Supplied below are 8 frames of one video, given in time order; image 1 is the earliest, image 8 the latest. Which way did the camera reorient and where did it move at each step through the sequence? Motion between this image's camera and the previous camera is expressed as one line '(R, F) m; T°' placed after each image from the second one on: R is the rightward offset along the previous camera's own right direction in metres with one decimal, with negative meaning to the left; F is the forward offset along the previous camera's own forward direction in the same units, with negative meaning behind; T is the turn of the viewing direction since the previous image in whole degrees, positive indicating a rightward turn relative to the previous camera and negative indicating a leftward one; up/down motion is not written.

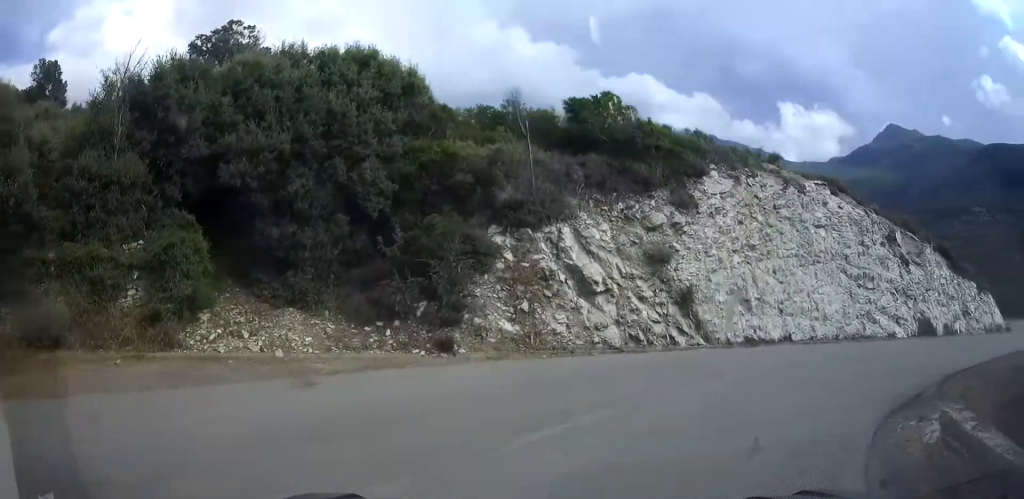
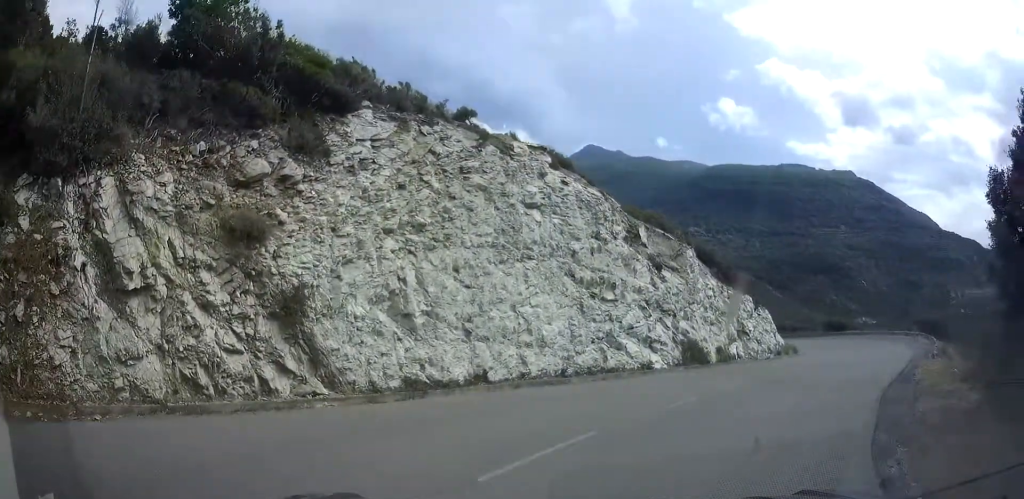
(+1.5, +6.5) m; +38°
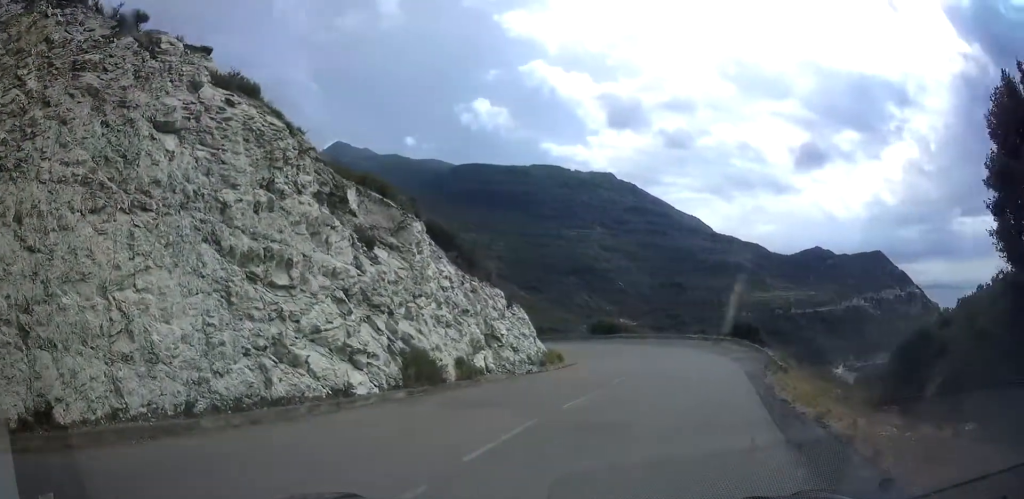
(+2.0, +5.3) m; +40°
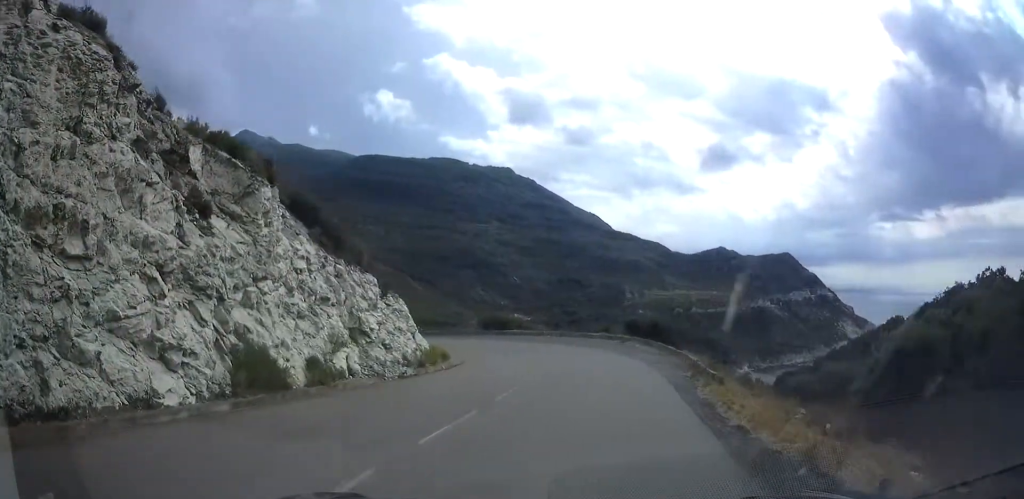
(+1.0, +3.3) m; +8°
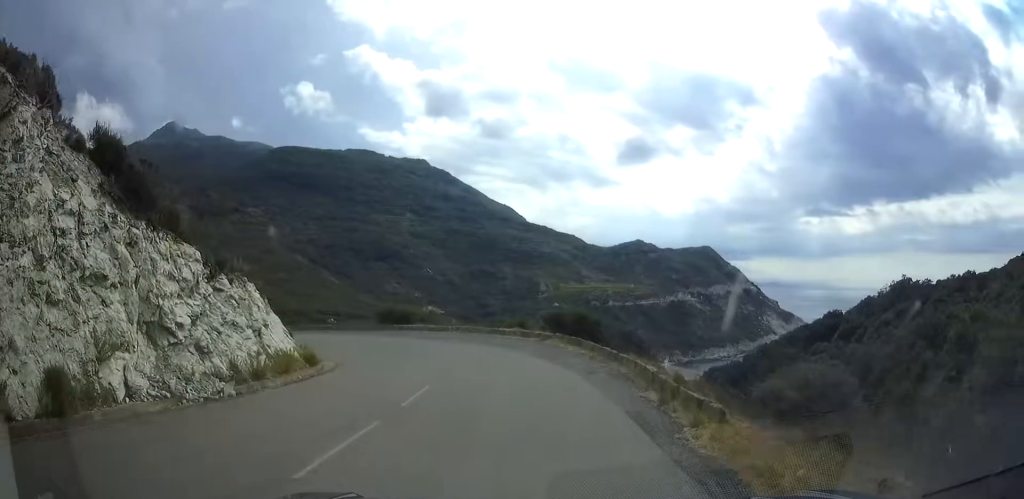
(+1.0, +6.1) m; +8°
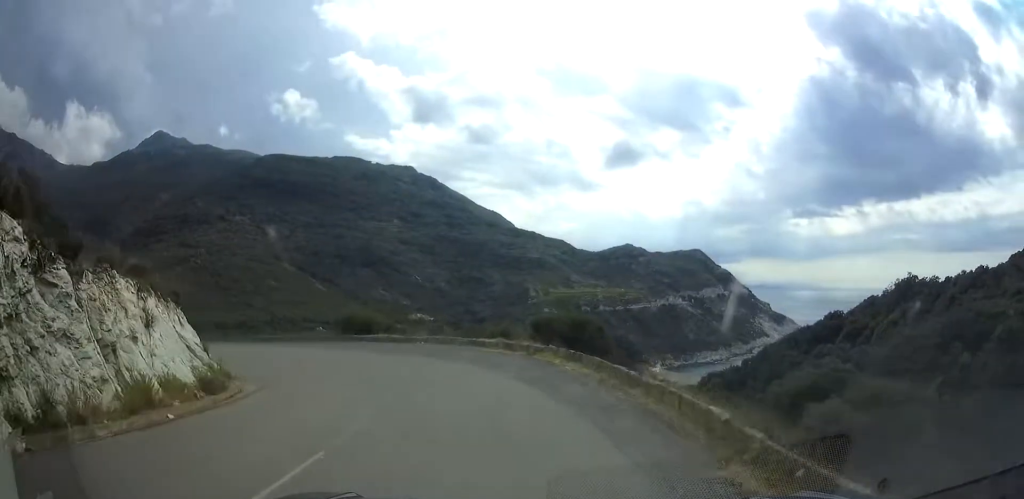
(-0.1, +6.1) m; -1°
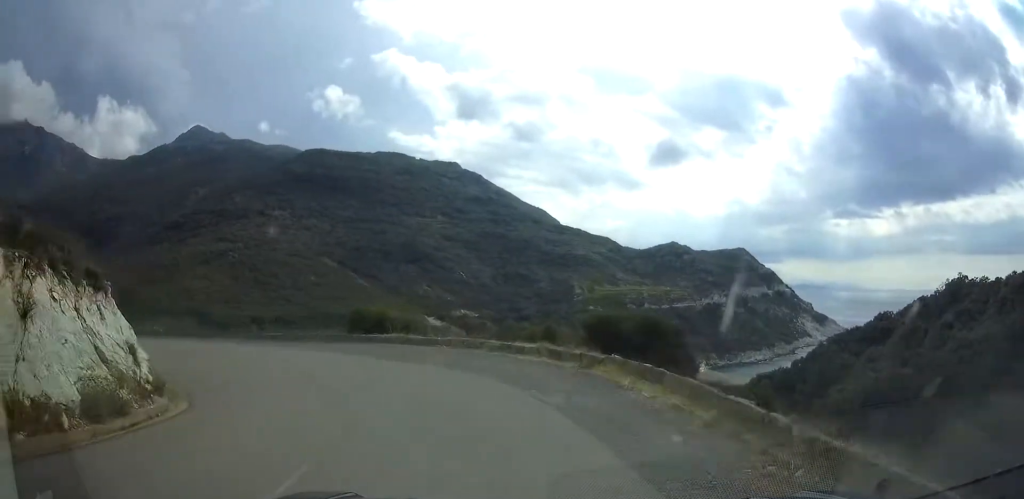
(0.0, +6.2) m; -2°
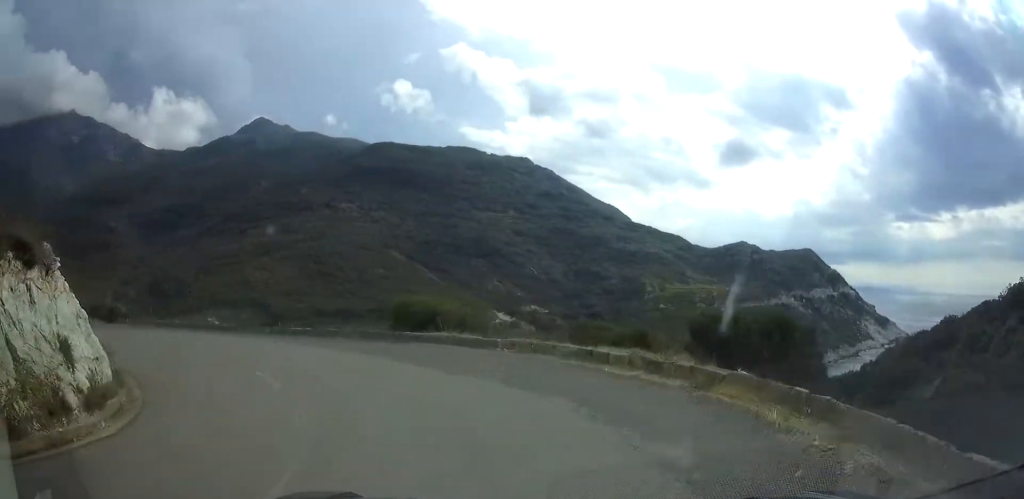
(0.0, +4.7) m; -3°
